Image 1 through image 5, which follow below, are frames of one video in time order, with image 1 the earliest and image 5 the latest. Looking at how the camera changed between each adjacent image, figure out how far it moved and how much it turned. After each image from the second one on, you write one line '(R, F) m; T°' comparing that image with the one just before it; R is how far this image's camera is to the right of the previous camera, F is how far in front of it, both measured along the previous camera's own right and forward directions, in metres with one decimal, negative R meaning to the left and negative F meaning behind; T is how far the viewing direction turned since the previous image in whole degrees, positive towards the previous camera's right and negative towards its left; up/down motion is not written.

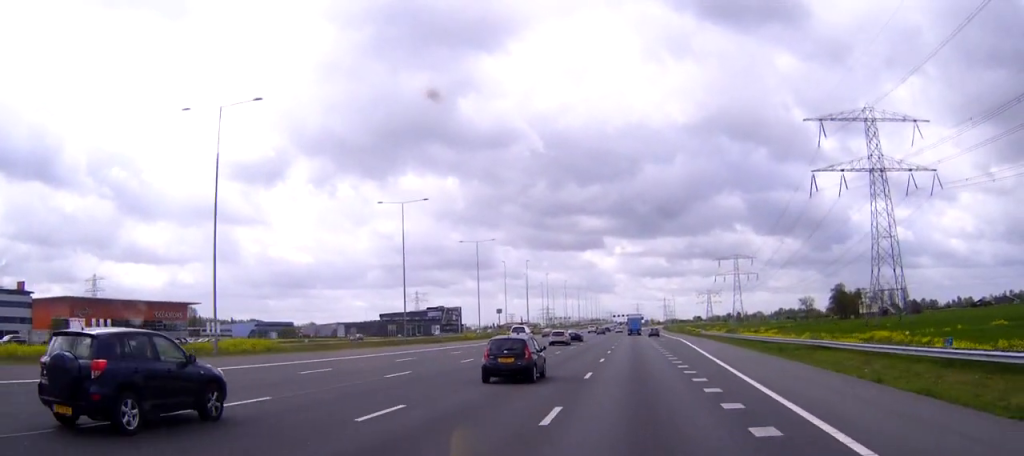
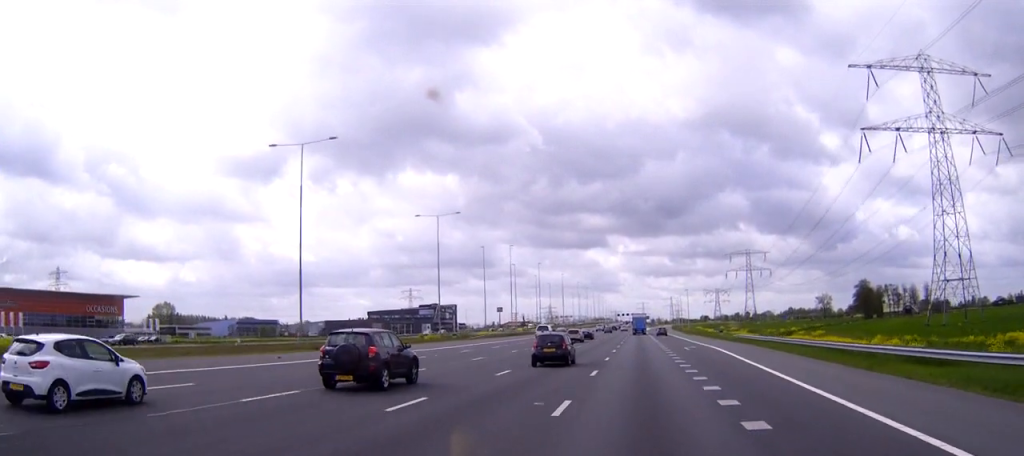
(0.0, +34.3) m; 0°
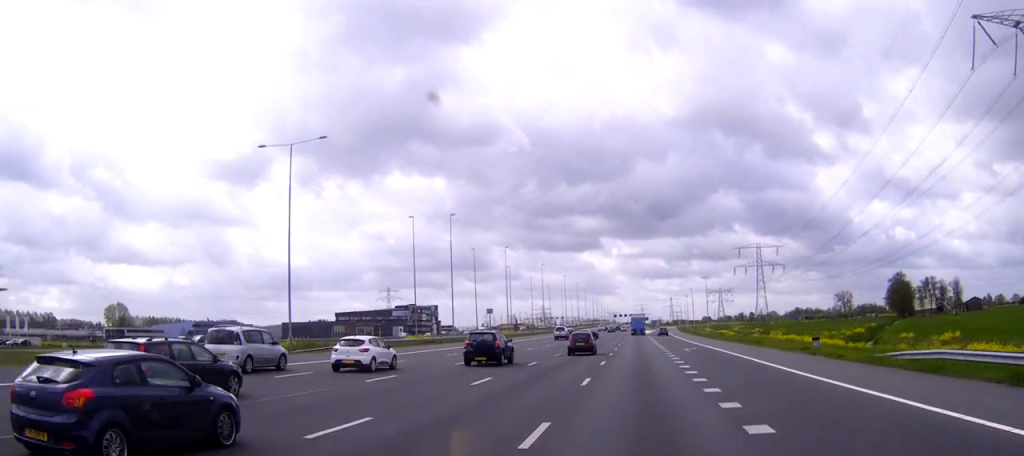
(0.0, +51.7) m; 0°
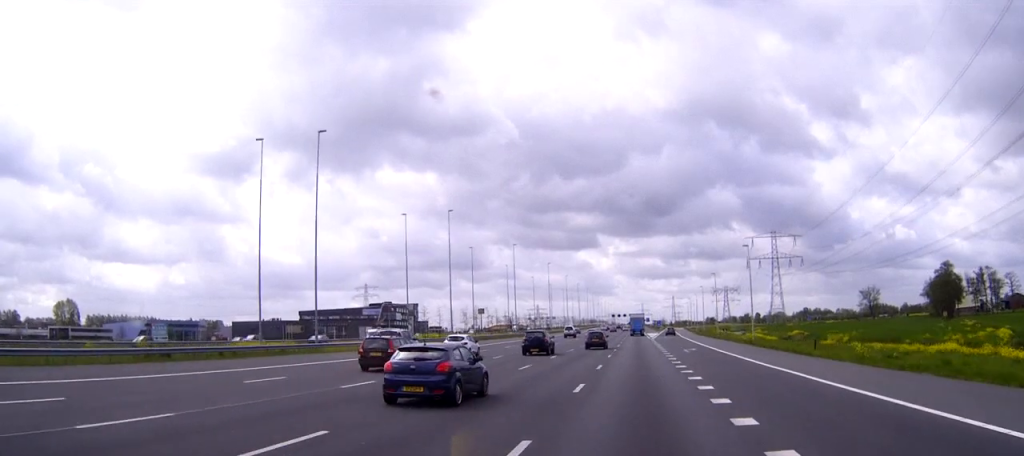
(+0.1, +49.9) m; 0°
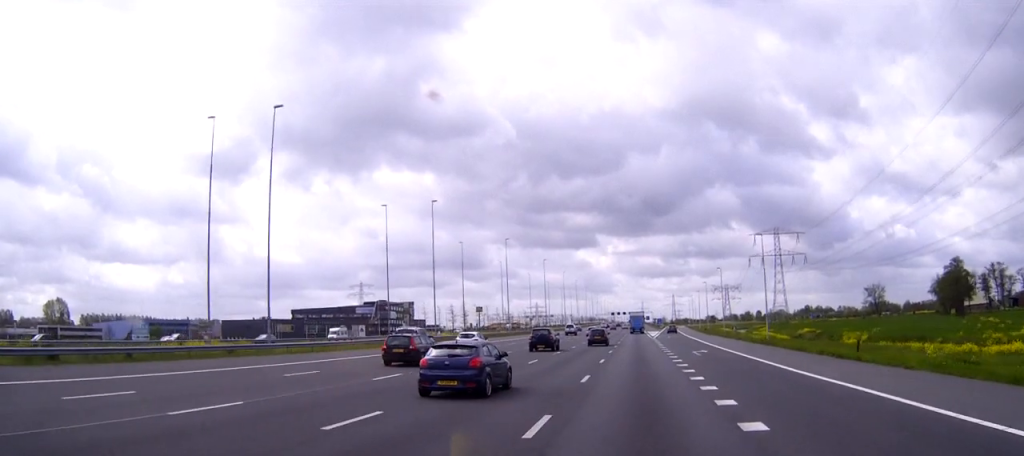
(0.0, +9.1) m; 0°
